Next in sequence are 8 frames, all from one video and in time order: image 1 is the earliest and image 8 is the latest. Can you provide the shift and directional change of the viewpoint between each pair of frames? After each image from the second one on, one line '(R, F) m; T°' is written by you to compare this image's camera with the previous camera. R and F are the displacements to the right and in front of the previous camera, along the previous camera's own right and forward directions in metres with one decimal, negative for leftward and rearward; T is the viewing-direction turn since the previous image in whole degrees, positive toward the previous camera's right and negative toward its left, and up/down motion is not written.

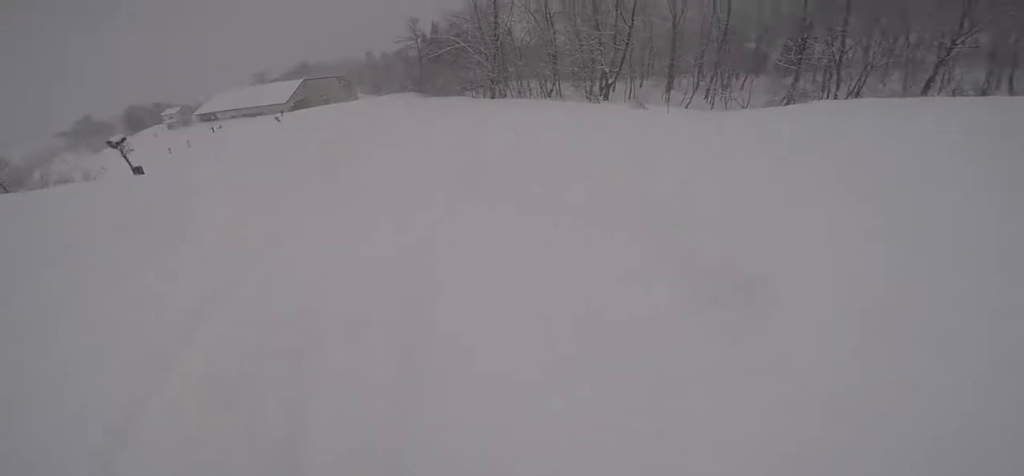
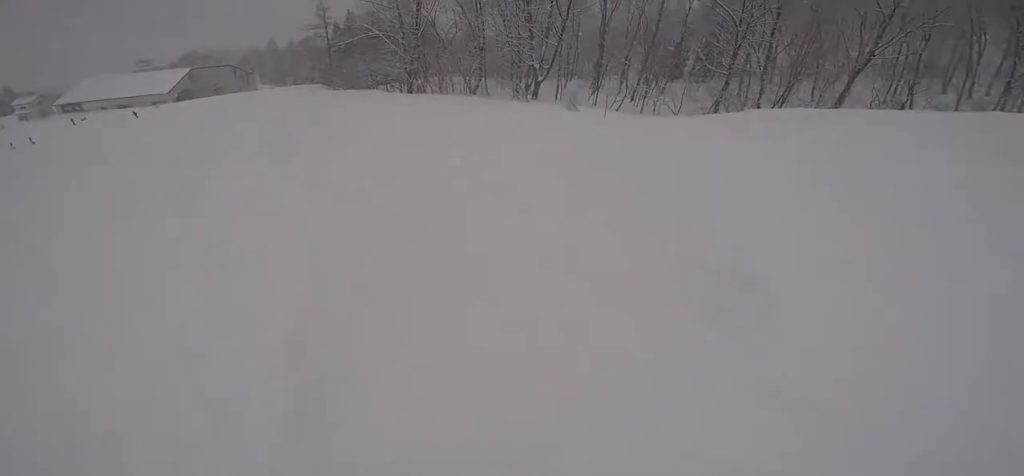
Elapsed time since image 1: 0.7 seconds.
(+0.3, +3.8) m; -3°
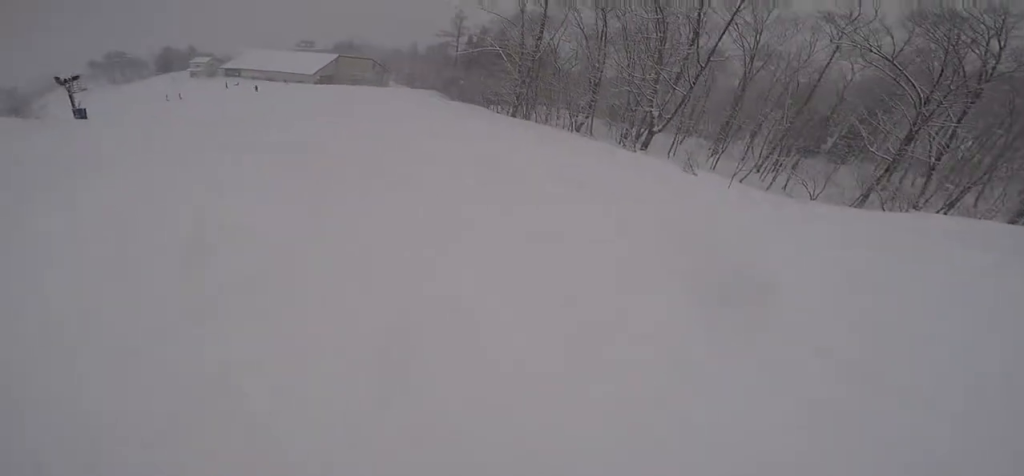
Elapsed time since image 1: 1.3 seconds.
(0.0, +3.9) m; -9°
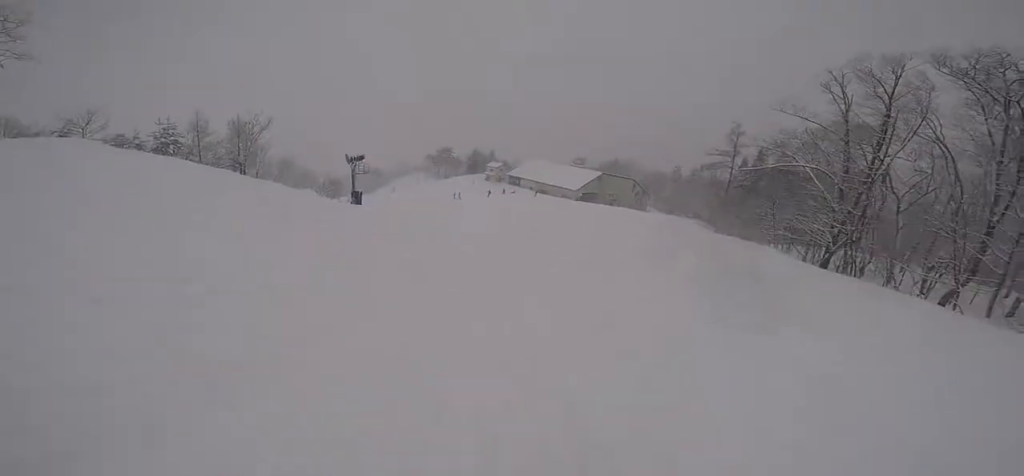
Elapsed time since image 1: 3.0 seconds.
(-4.0, +9.9) m; -26°
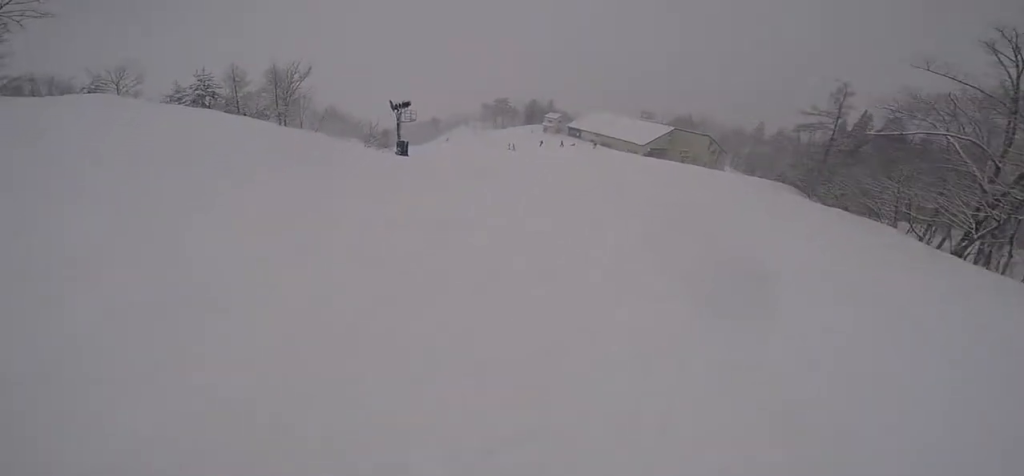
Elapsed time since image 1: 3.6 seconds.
(+0.5, +3.6) m; +9°
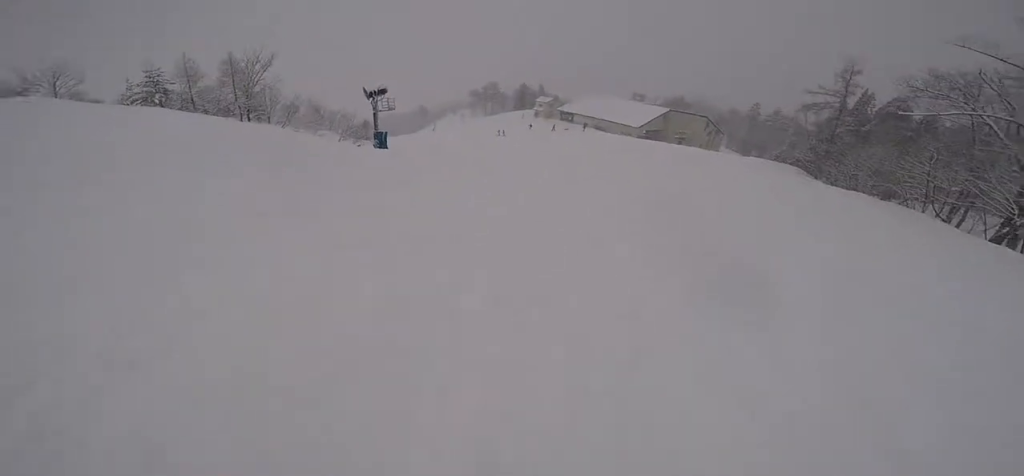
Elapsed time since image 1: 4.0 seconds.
(0.0, +2.8) m; +7°
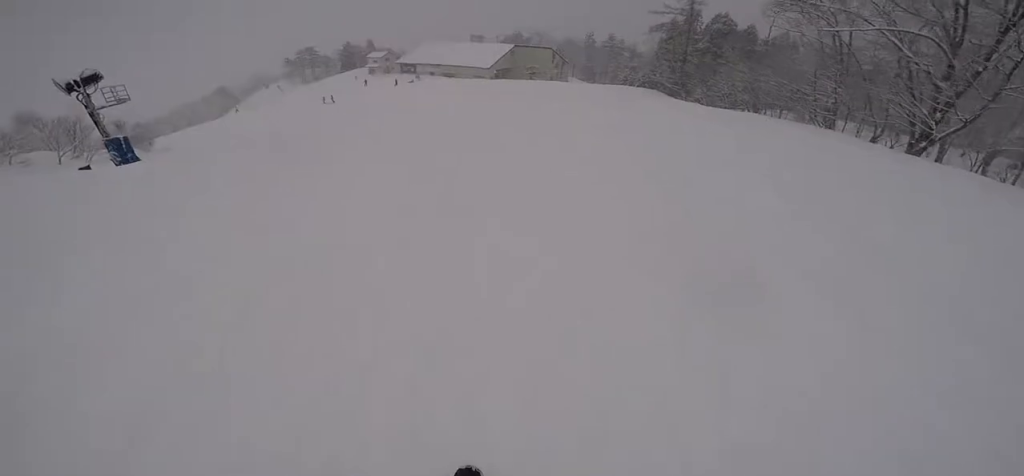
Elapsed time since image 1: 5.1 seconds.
(+0.9, +7.6) m; -1°
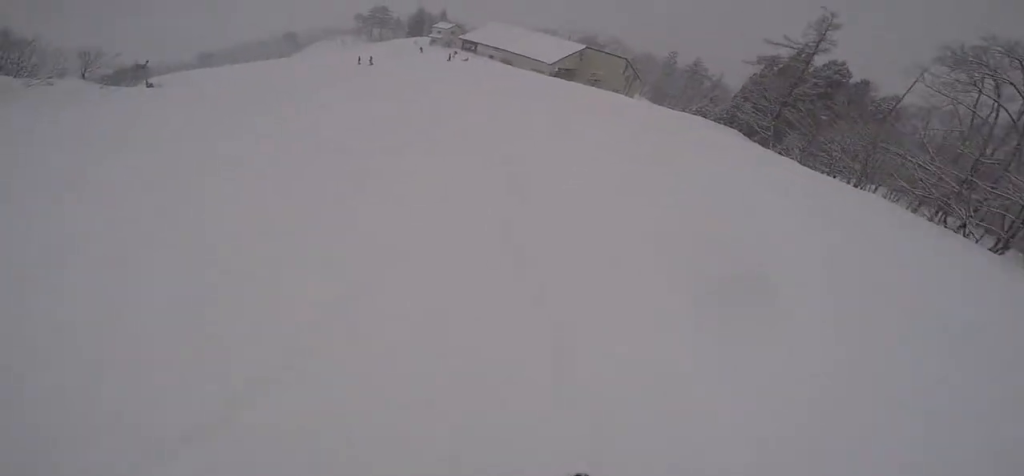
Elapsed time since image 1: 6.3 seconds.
(-1.3, +7.5) m; -17°
